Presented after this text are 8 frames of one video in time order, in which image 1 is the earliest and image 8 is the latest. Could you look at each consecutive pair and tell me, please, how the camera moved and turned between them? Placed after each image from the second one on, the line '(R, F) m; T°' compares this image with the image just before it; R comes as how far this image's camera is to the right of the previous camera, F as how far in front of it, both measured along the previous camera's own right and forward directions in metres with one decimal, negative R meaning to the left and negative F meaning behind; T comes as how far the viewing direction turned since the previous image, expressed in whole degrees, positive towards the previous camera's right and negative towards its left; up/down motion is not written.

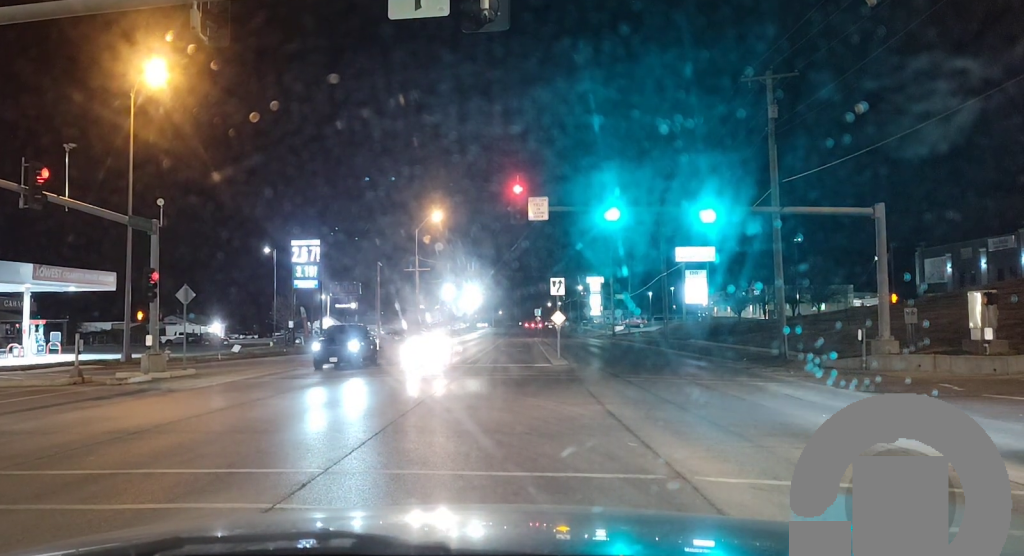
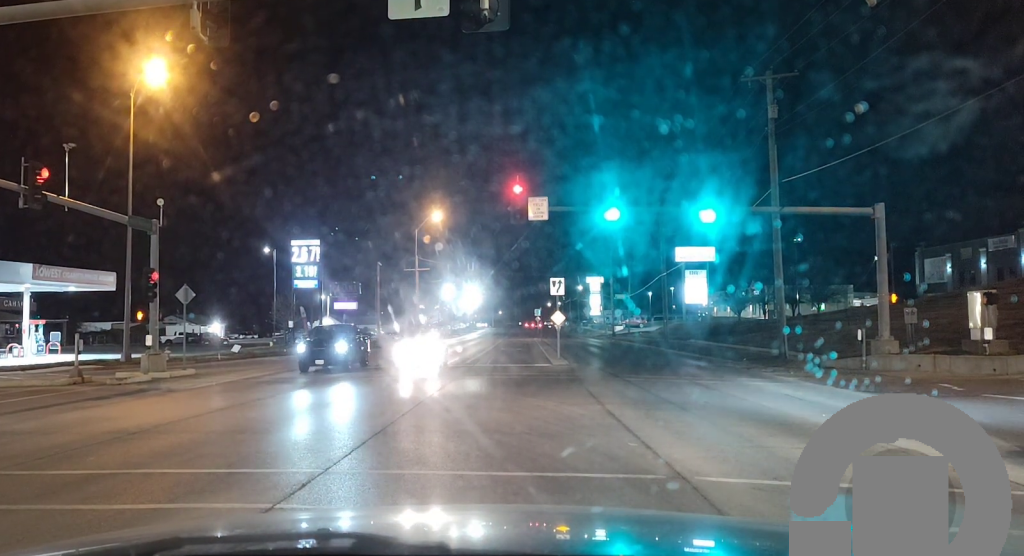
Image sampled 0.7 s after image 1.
(0.0, 0.0) m; 0°
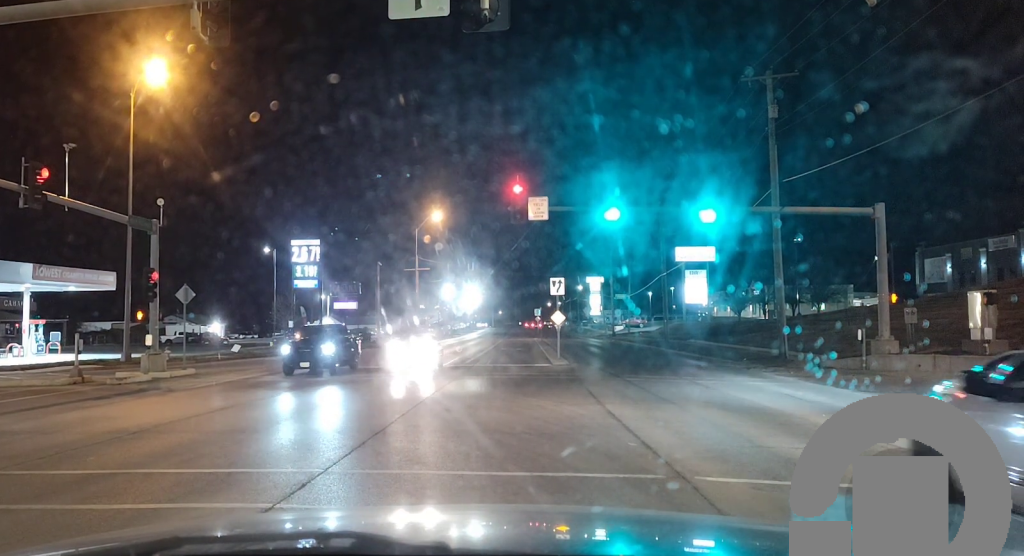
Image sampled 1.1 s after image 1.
(0.0, 0.0) m; 0°
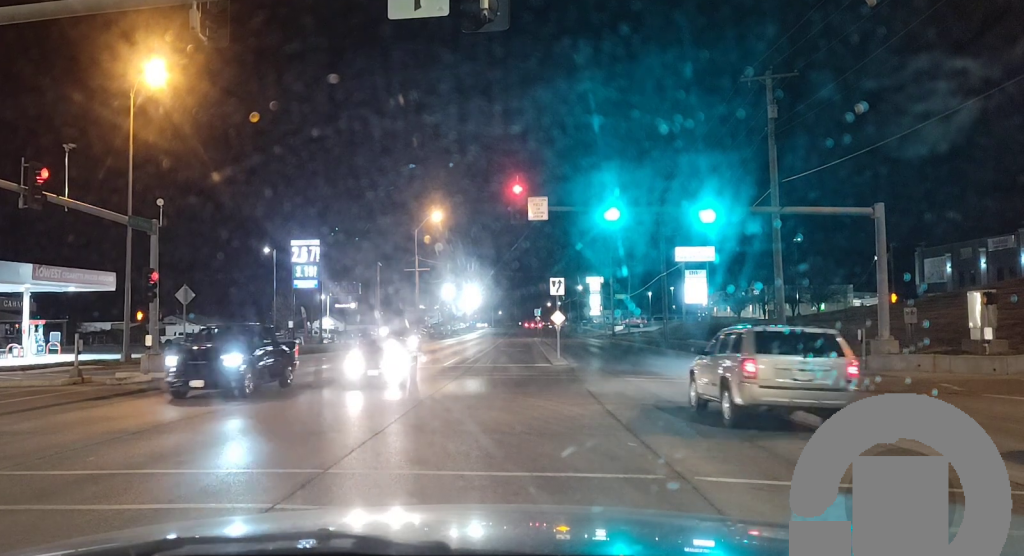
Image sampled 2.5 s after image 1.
(0.0, 0.0) m; 0°
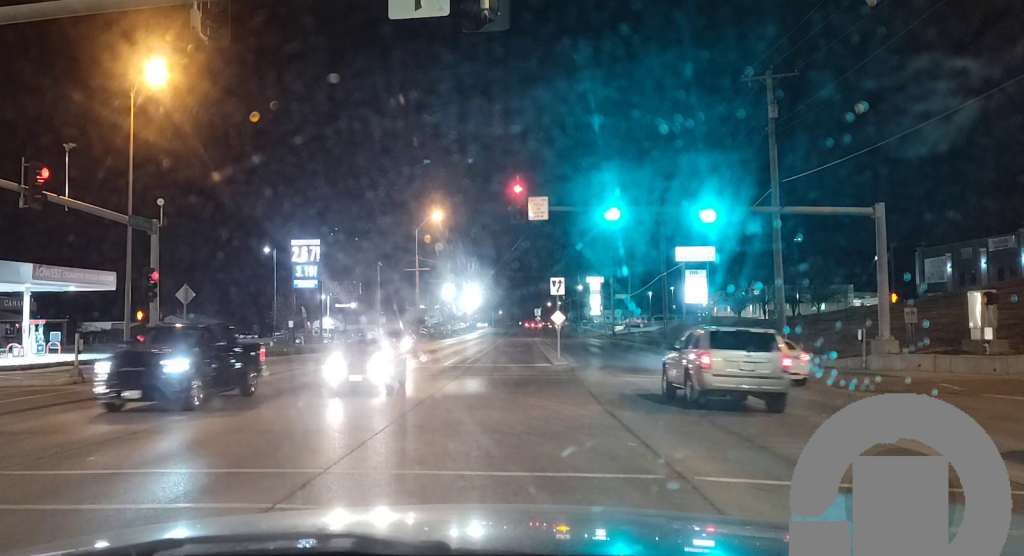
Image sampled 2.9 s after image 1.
(0.0, 0.0) m; 0°
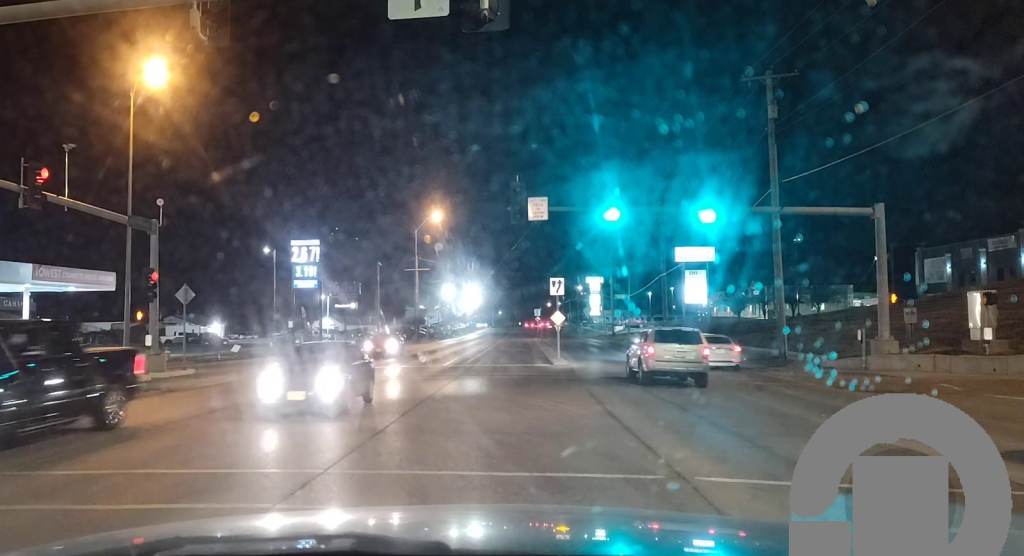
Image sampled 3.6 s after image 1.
(0.0, 0.0) m; 0°
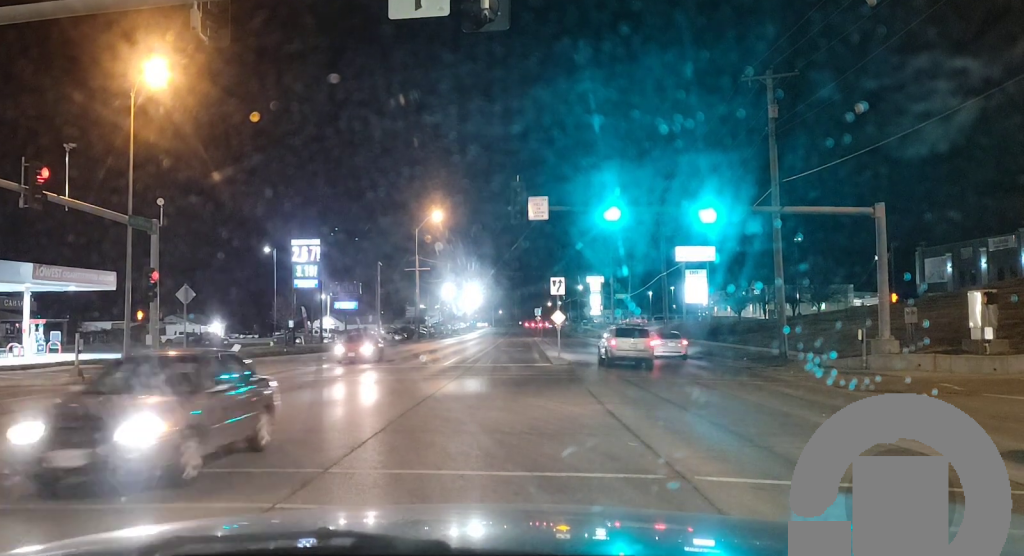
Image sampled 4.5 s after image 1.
(0.0, 0.0) m; 0°
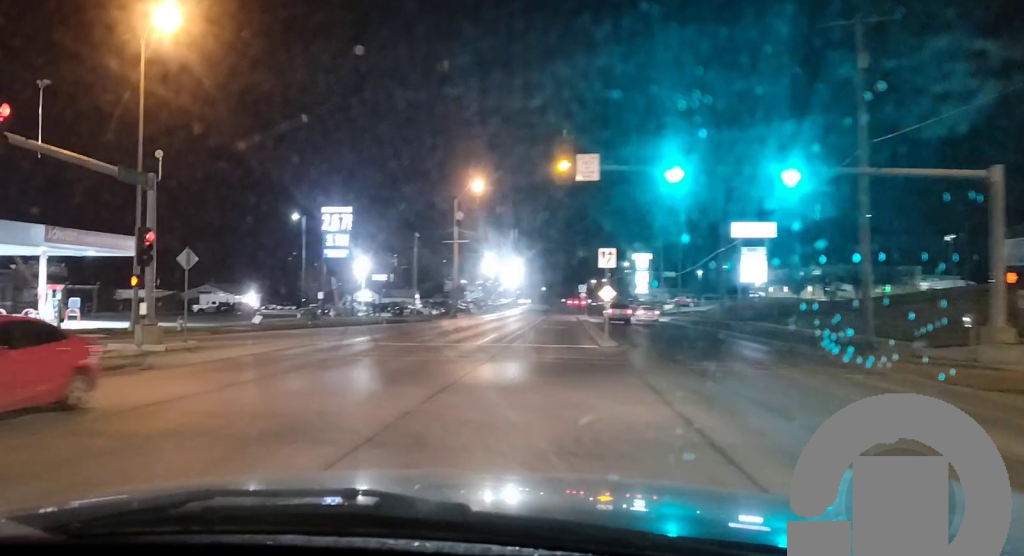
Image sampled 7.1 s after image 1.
(+0.5, +4.3) m; -6°
